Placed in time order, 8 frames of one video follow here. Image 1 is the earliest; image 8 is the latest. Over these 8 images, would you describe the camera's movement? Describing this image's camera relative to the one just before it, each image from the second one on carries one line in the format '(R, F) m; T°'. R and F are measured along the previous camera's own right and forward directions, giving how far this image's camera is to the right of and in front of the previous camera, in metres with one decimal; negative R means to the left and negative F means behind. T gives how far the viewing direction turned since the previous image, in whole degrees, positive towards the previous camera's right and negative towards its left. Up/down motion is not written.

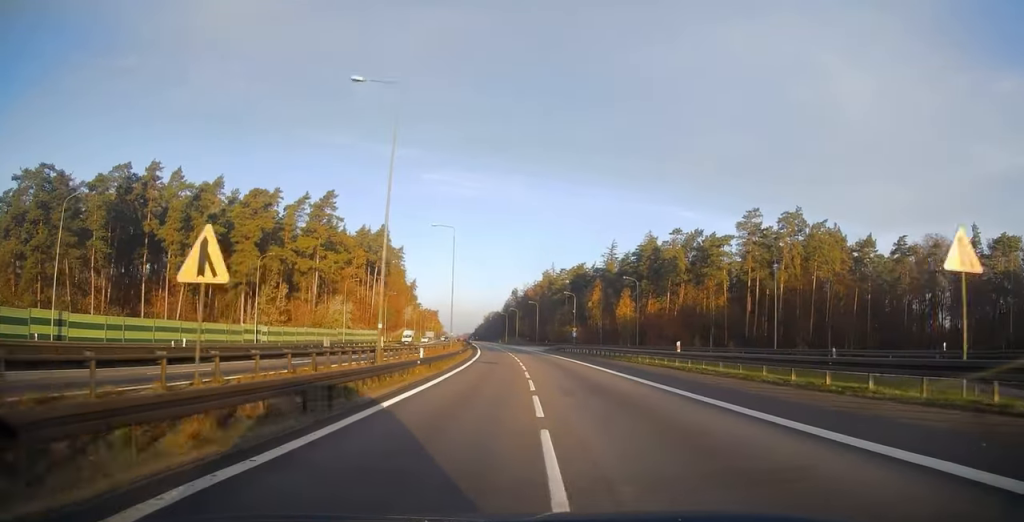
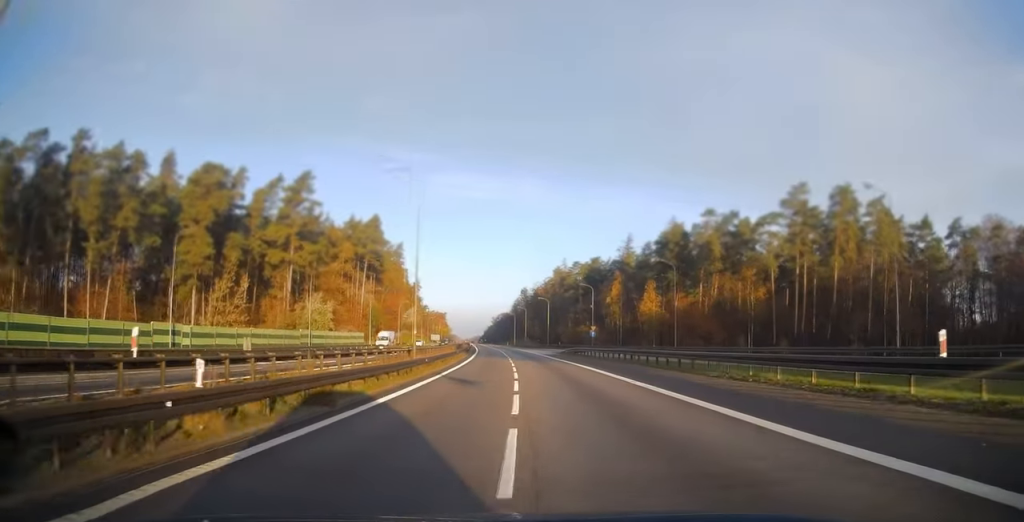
(0.0, +18.1) m; -1°
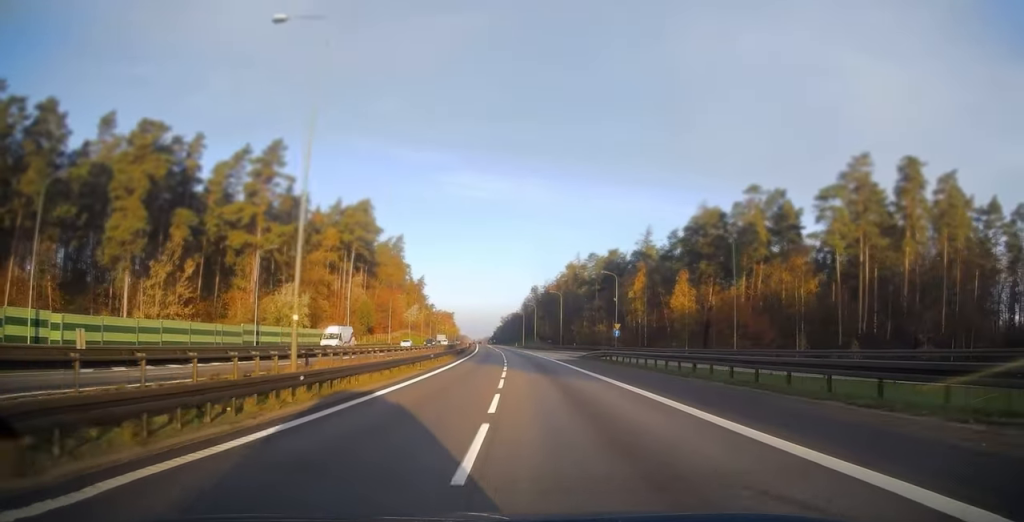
(-0.2, +17.6) m; -1°
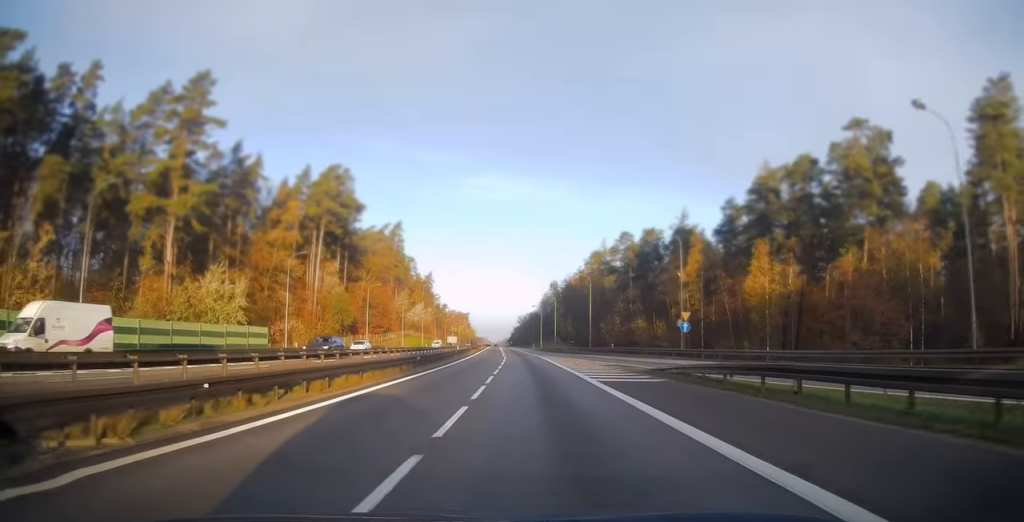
(-0.5, +27.6) m; -2°
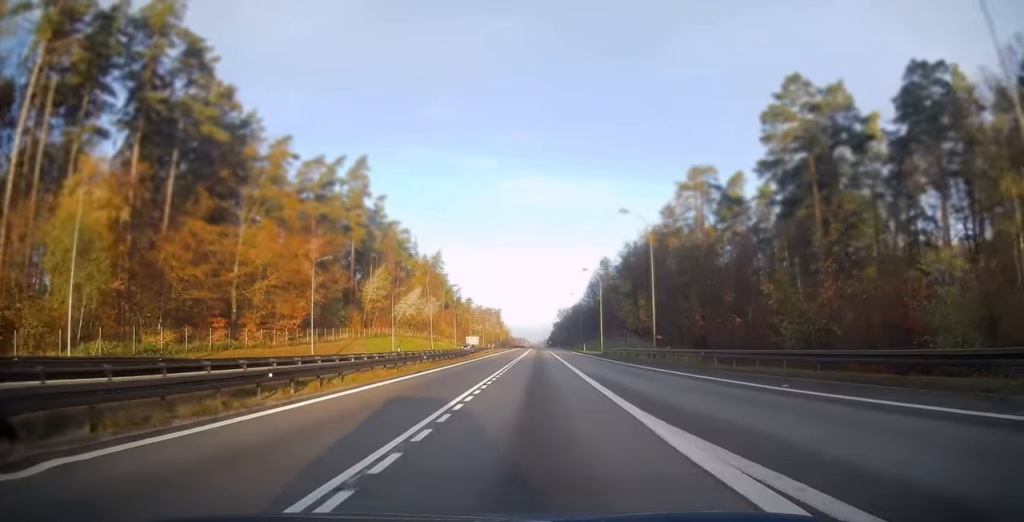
(-2.2, +69.0) m; -3°
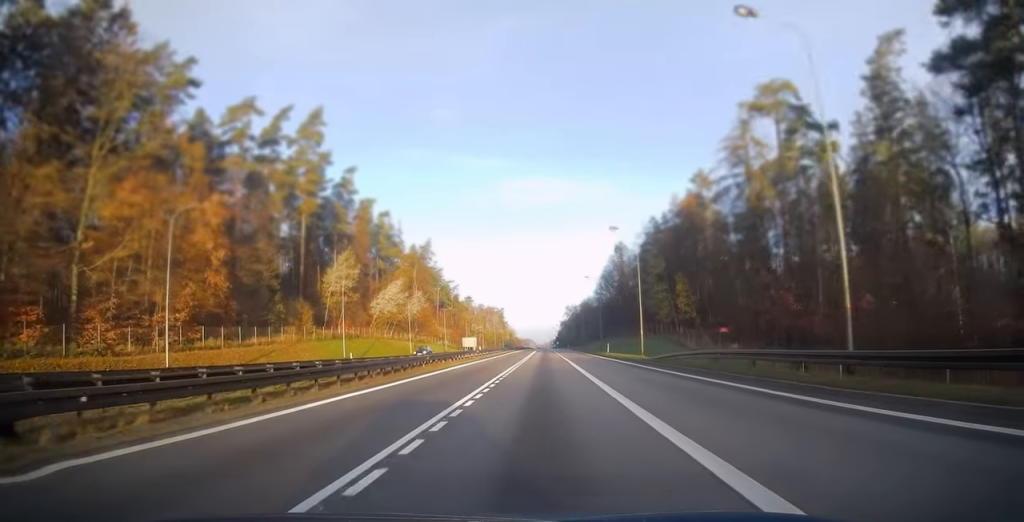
(-0.2, +26.5) m; 0°
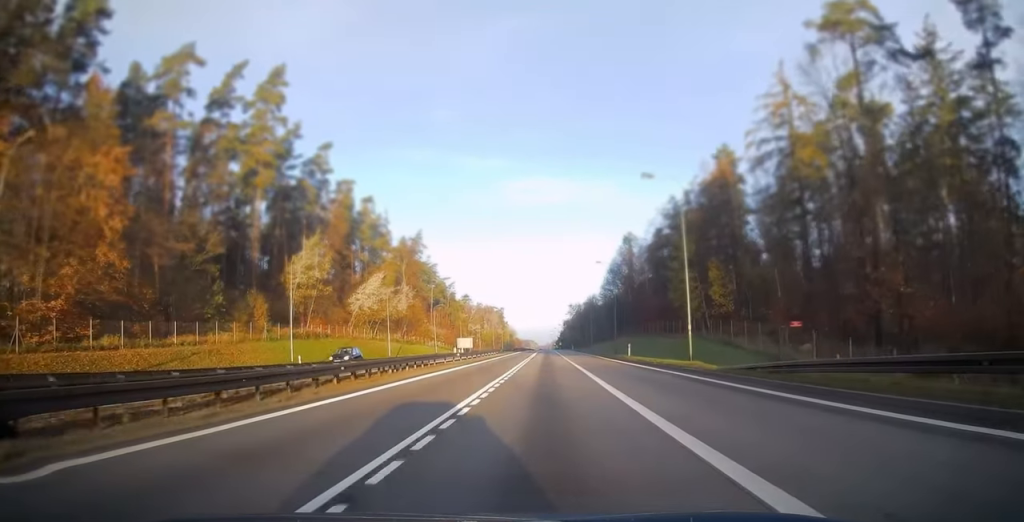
(-0.1, +15.3) m; 0°
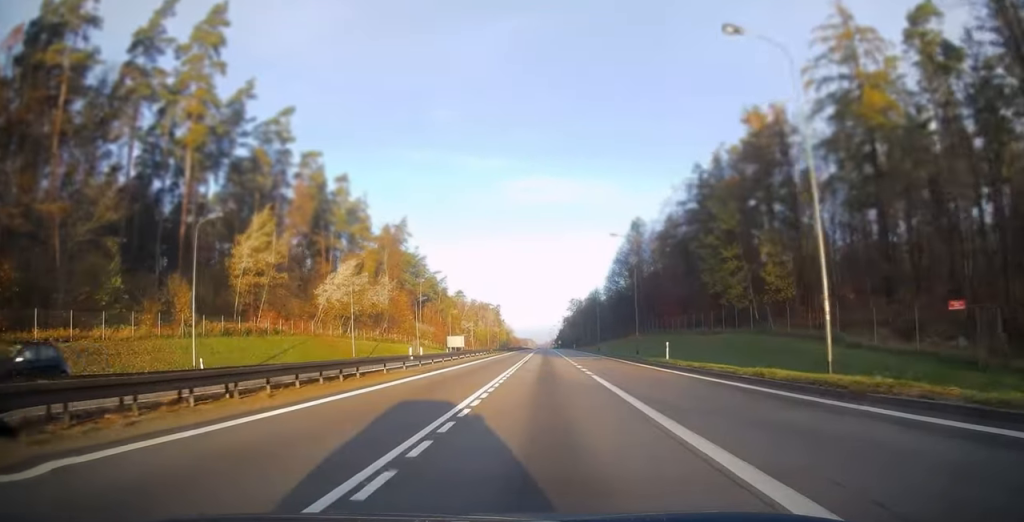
(+0.1, +16.5) m; 0°
